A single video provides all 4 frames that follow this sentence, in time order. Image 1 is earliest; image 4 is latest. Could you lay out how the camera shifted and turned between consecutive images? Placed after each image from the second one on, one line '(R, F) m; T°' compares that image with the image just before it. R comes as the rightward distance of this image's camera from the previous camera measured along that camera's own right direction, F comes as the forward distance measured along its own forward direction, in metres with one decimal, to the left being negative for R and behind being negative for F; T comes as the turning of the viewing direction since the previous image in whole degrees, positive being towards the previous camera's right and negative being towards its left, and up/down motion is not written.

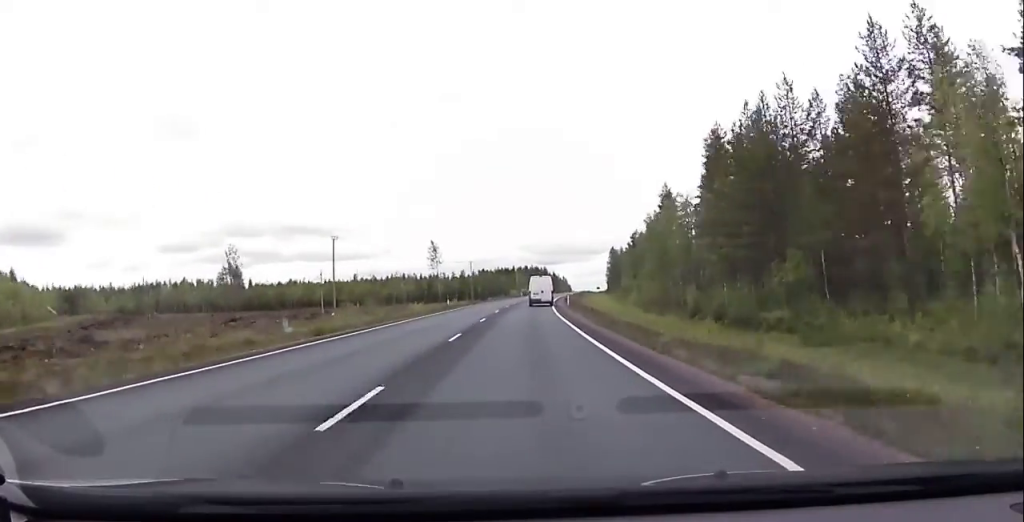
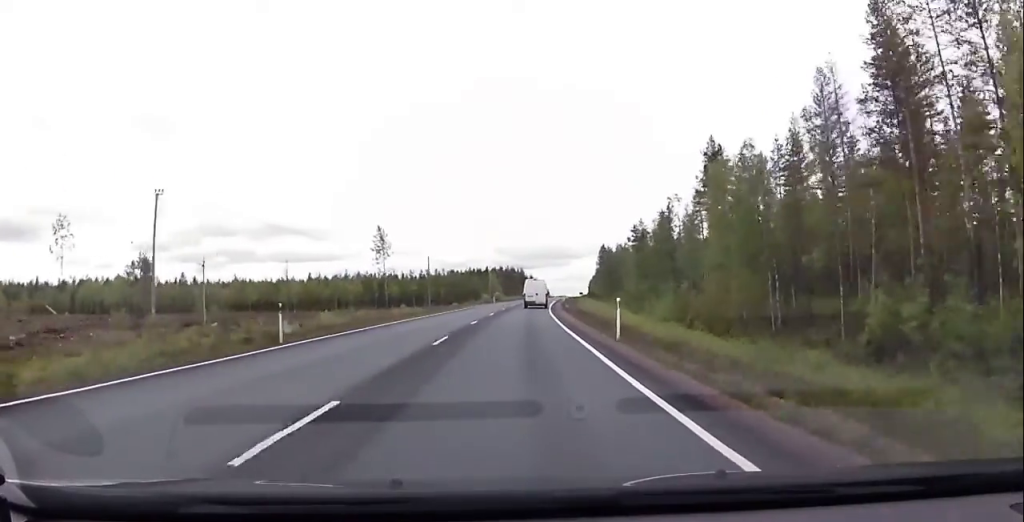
(+0.4, +37.4) m; +1°
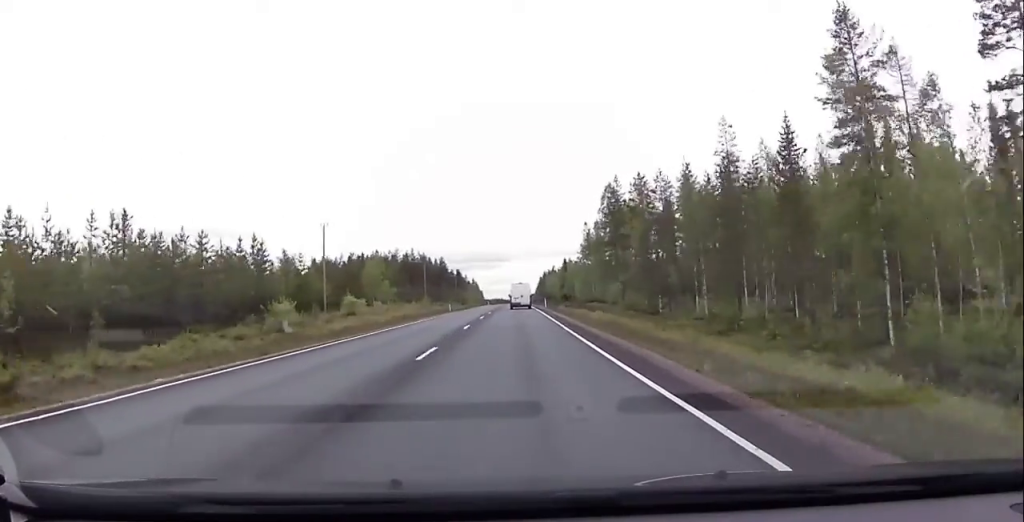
(+8.2, +122.6) m; +6°
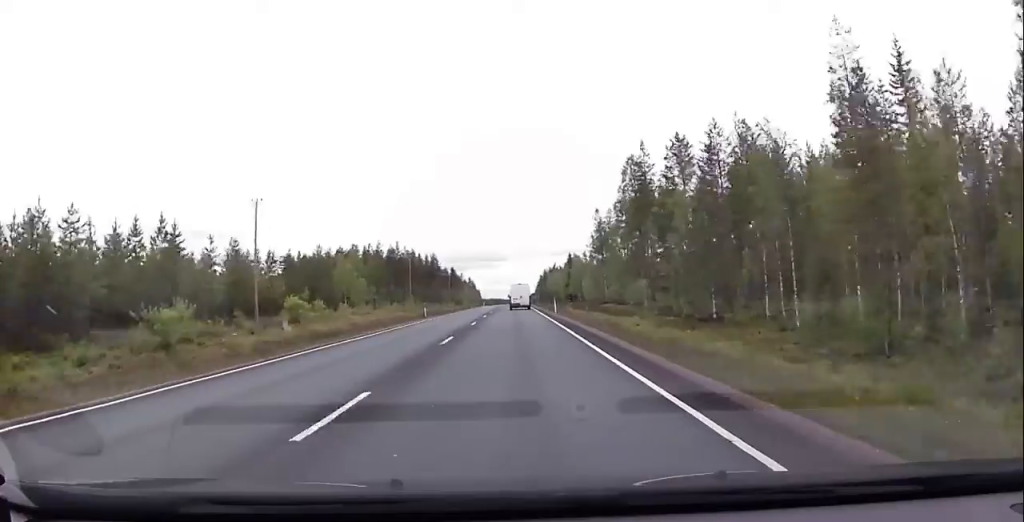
(+0.2, +19.1) m; +1°
